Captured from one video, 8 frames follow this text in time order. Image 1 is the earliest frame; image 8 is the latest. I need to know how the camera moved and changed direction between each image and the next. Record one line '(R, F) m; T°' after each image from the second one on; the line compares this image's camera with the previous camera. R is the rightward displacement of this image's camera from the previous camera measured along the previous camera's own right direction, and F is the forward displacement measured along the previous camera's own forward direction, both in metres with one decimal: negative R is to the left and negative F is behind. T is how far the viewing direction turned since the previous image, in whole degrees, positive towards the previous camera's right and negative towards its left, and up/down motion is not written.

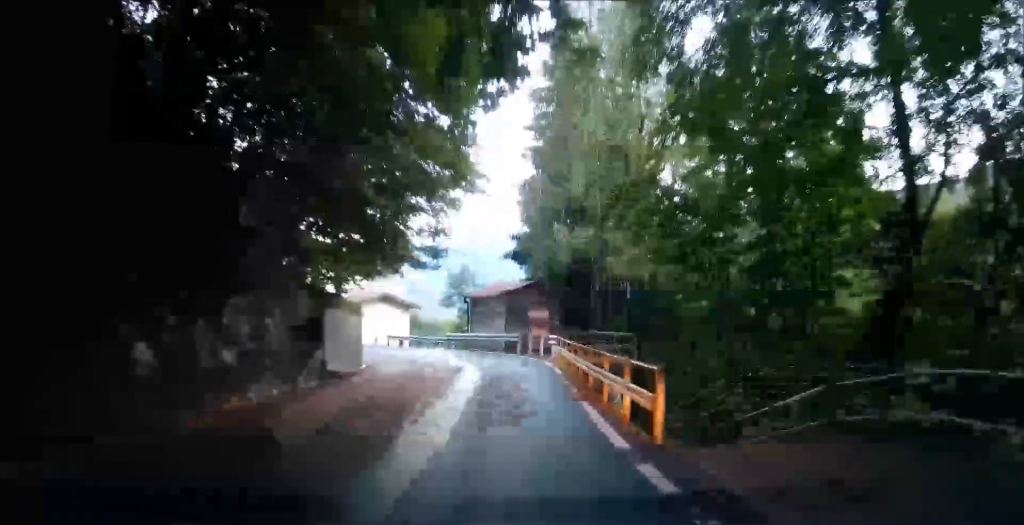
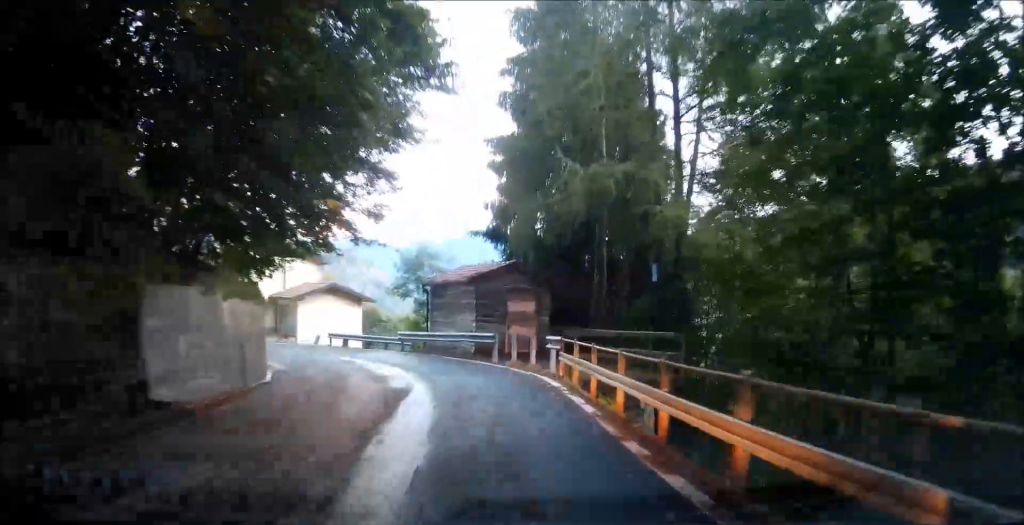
(0.0, +7.1) m; +3°
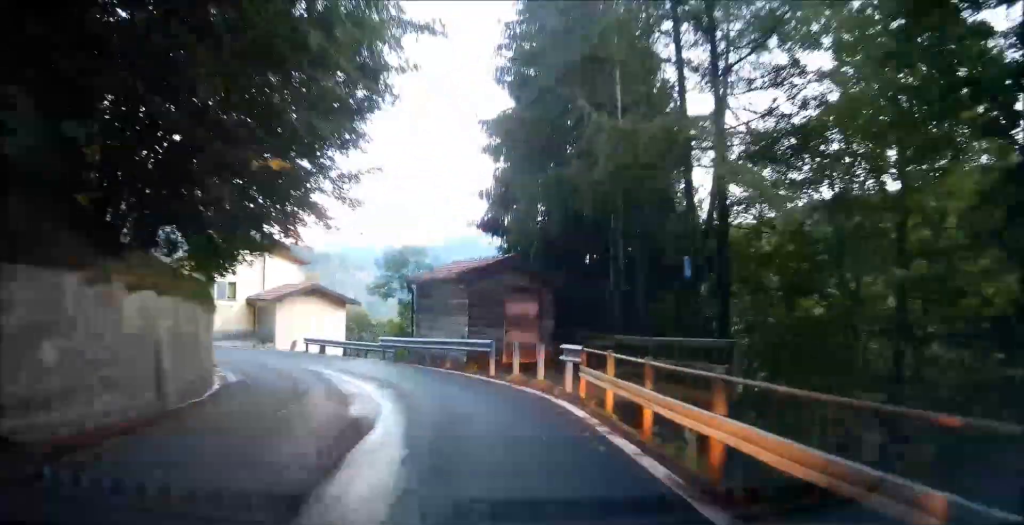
(+0.2, +3.1) m; +2°
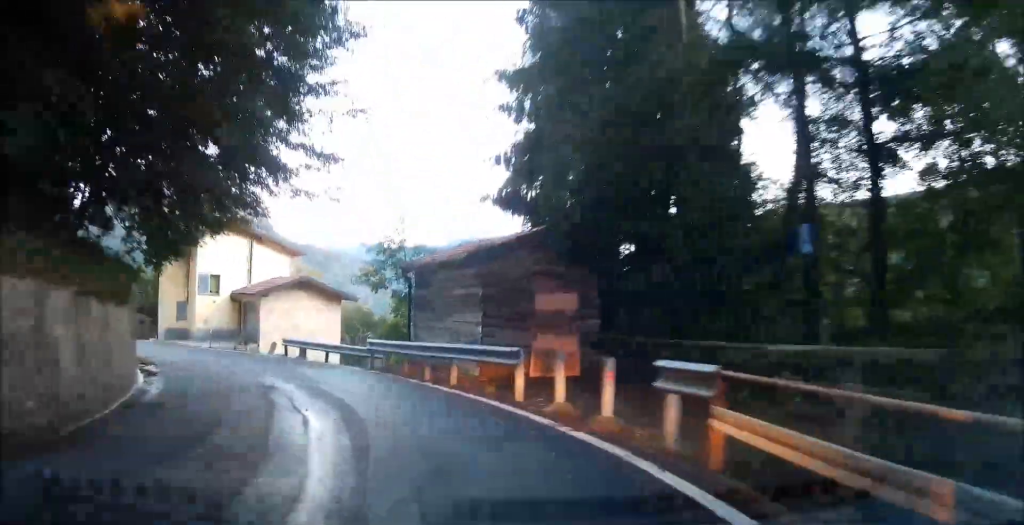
(-0.1, +4.6) m; -2°
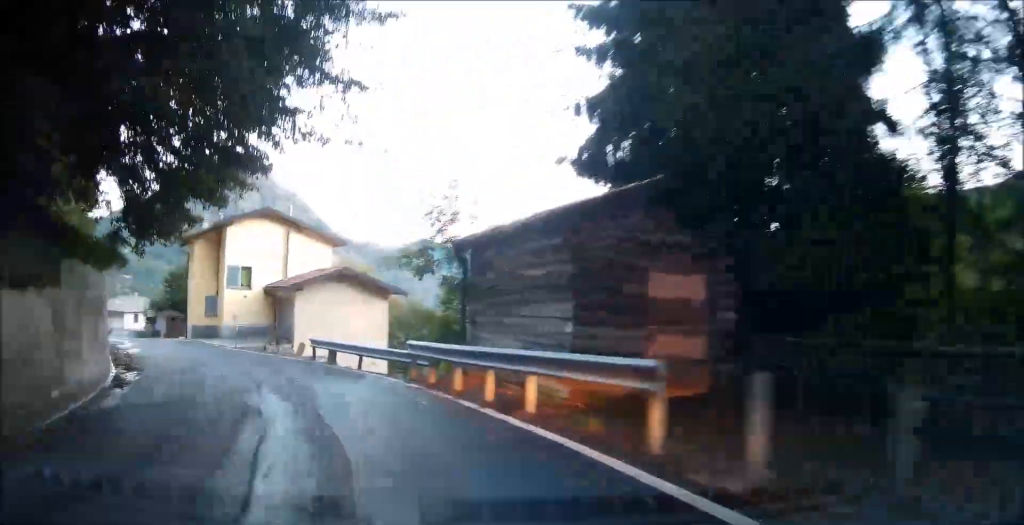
(-0.1, +3.7) m; -3°
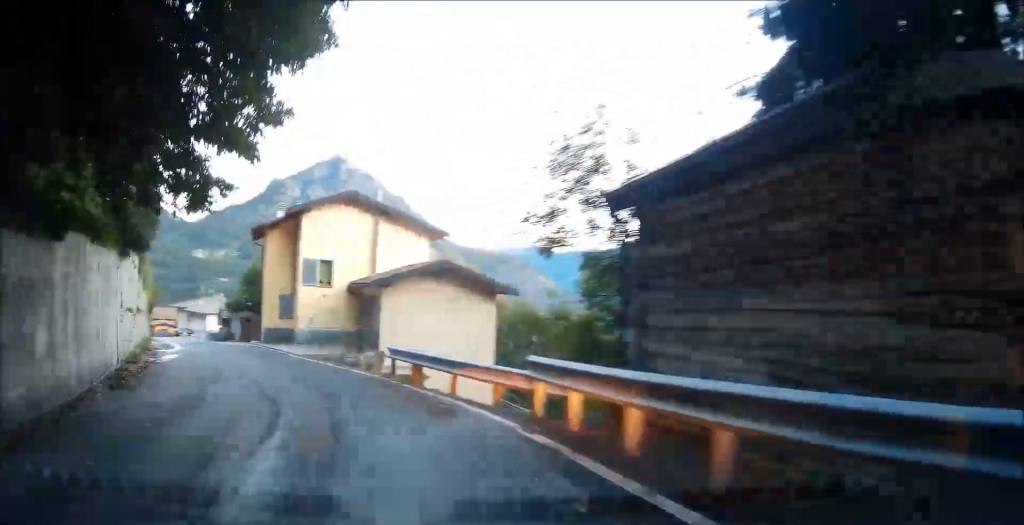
(-0.1, +4.2) m; -4°
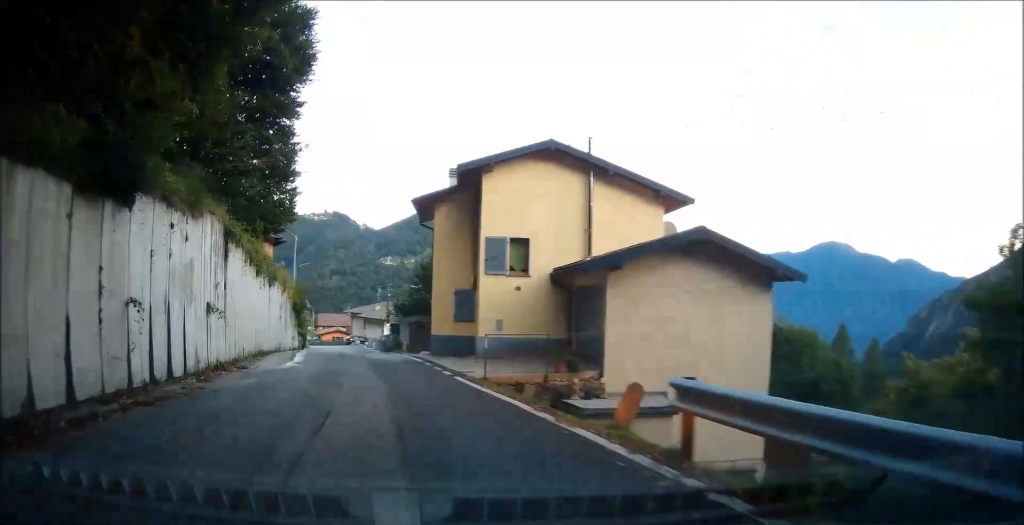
(-0.5, +6.5) m; -10°
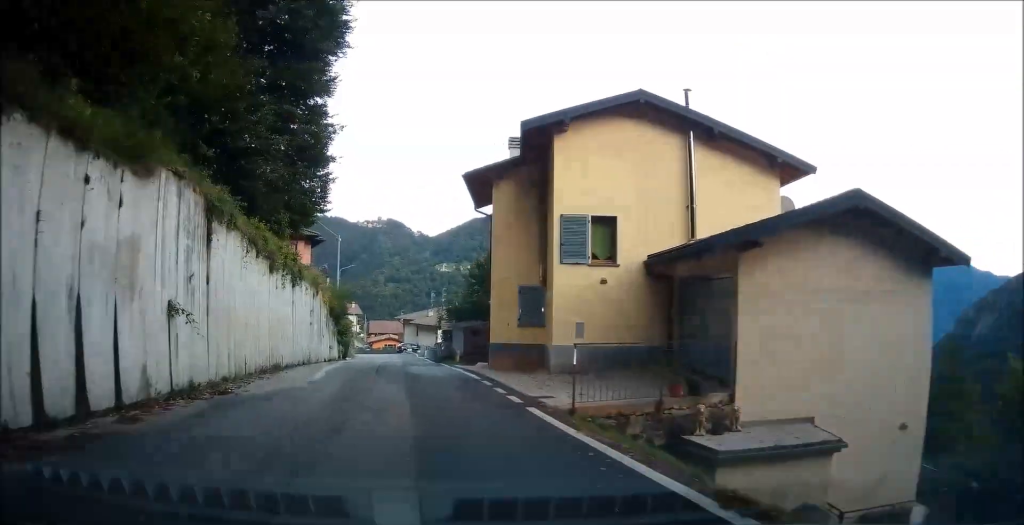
(-0.2, +3.6) m; -5°
